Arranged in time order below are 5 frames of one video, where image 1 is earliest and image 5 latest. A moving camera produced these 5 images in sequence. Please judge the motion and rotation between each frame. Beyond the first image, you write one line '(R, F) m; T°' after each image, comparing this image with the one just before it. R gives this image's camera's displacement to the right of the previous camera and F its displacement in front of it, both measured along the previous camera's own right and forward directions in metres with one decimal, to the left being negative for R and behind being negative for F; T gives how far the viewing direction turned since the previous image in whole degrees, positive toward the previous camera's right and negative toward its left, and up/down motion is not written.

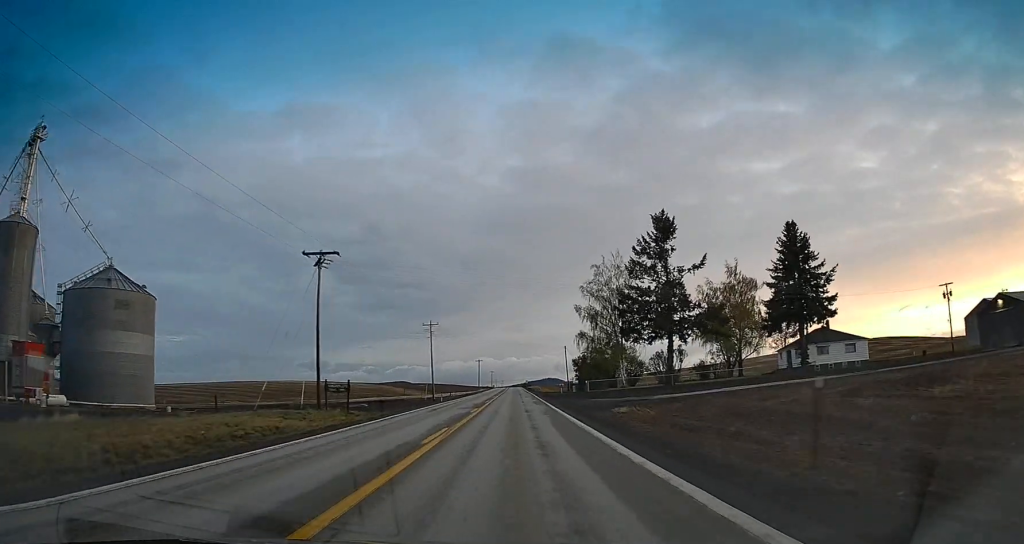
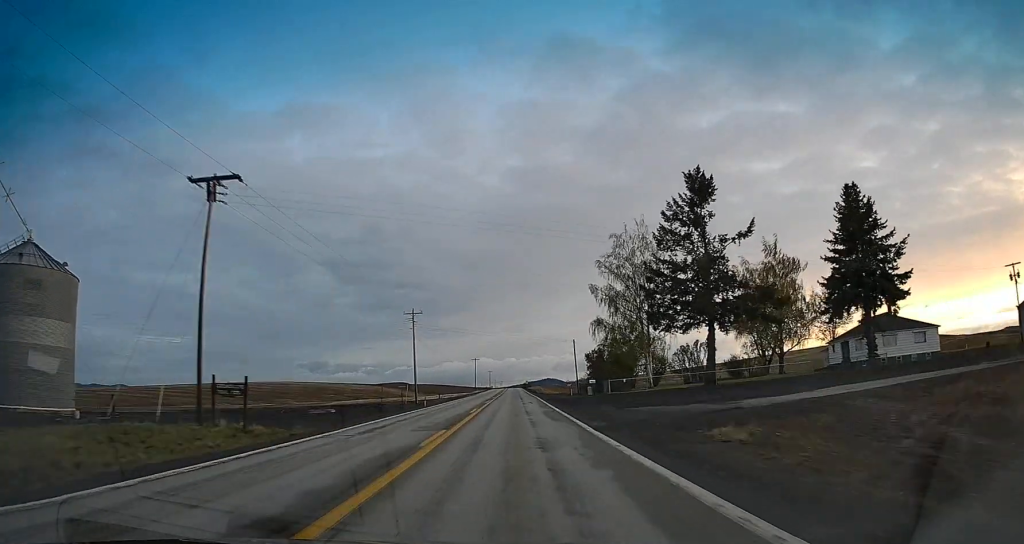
(-0.1, +15.6) m; -1°
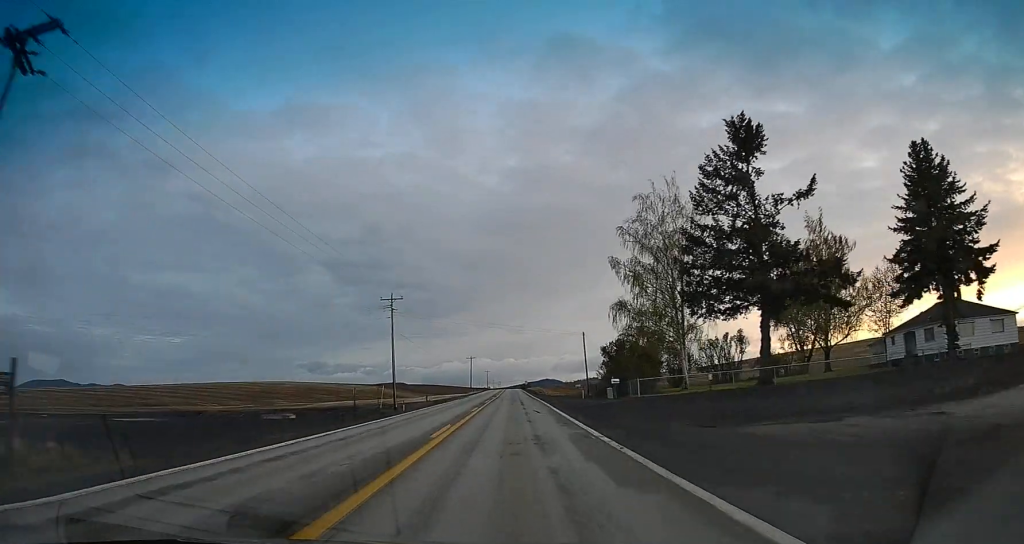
(-0.1, +13.1) m; 0°
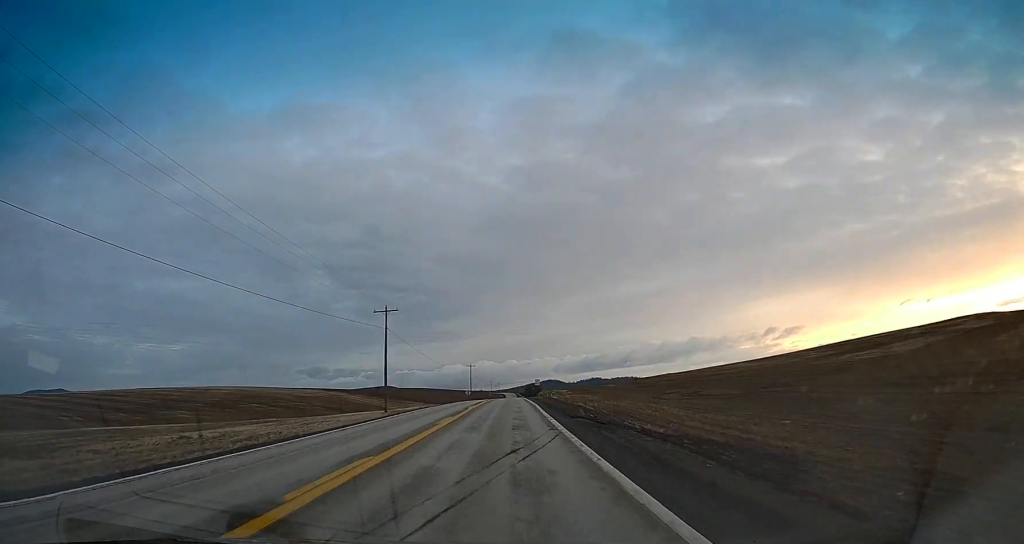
(+1.6, +114.7) m; 0°
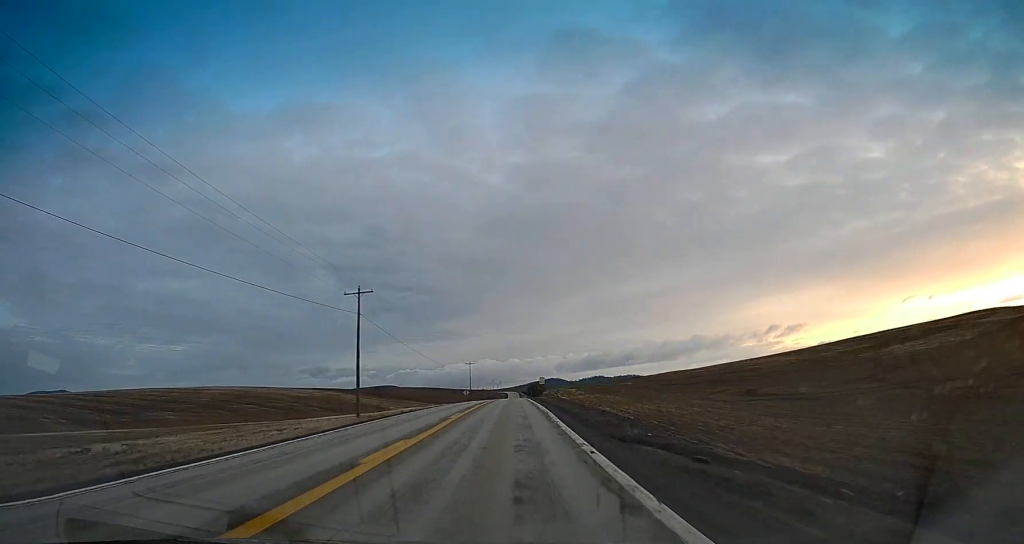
(-0.1, +11.5) m; 0°
